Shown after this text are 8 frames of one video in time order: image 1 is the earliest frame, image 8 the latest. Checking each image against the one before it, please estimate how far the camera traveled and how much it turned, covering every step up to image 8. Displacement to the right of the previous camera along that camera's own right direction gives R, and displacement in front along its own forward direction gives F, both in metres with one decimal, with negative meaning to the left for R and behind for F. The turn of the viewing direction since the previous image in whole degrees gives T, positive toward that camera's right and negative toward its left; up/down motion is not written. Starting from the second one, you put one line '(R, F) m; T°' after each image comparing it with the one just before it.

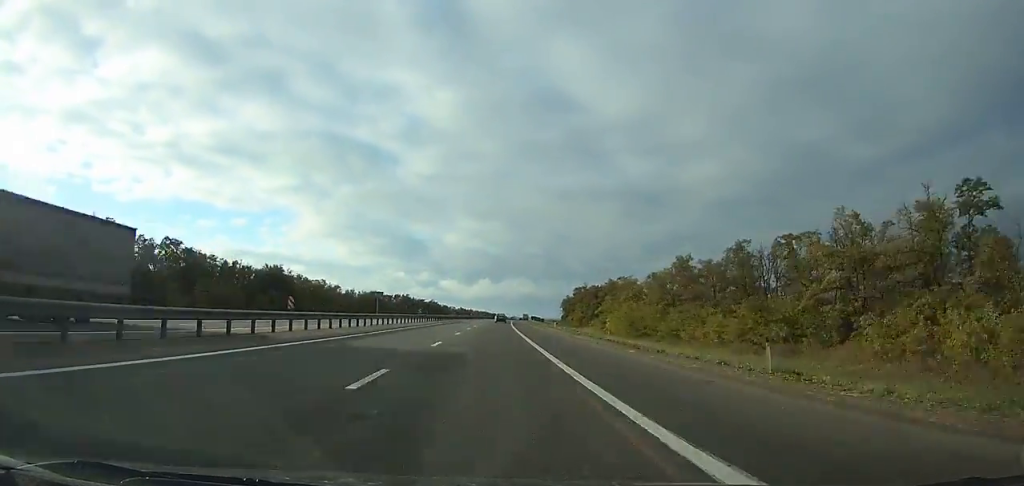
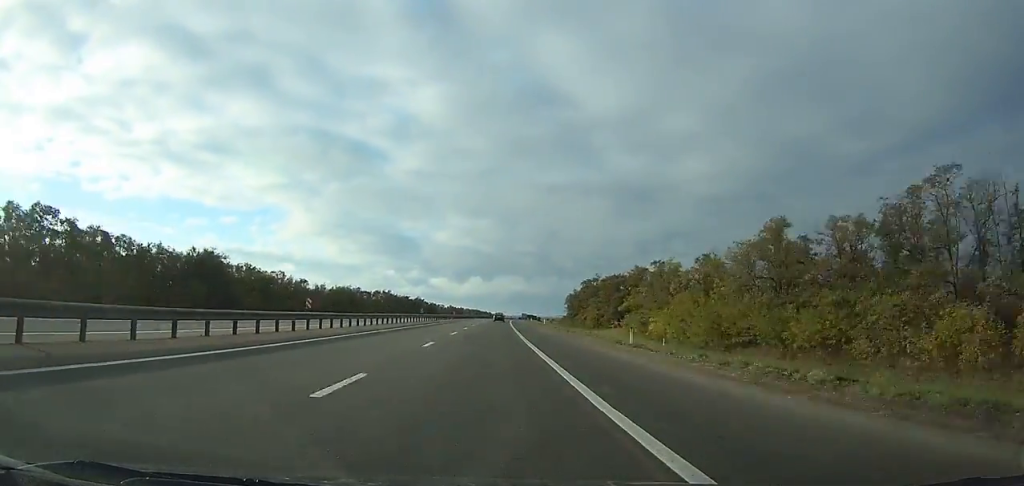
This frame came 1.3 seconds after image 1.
(0.0, +37.1) m; +1°
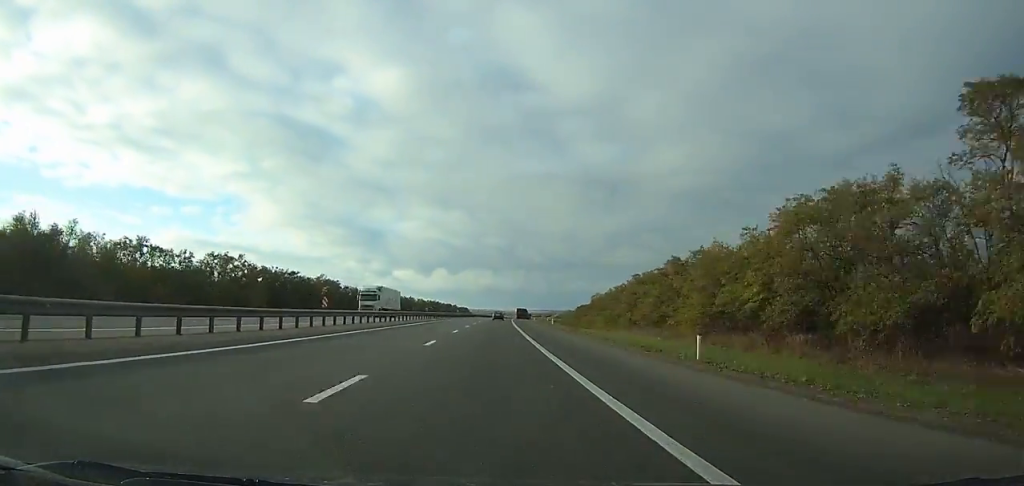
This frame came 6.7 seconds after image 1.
(+4.2, +157.1) m; +3°
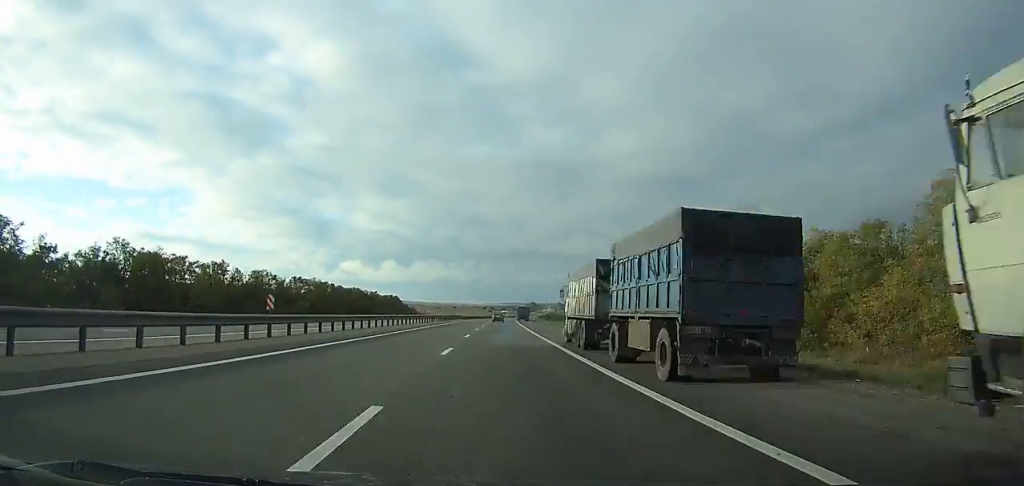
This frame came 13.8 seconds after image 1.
(+6.1, +207.0) m; +4°
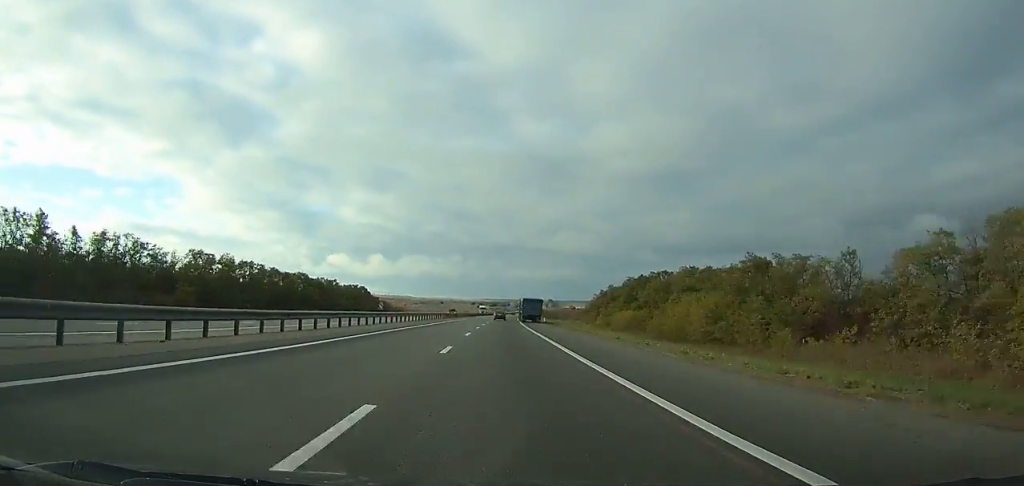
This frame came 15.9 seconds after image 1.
(+0.7, +60.7) m; +1°
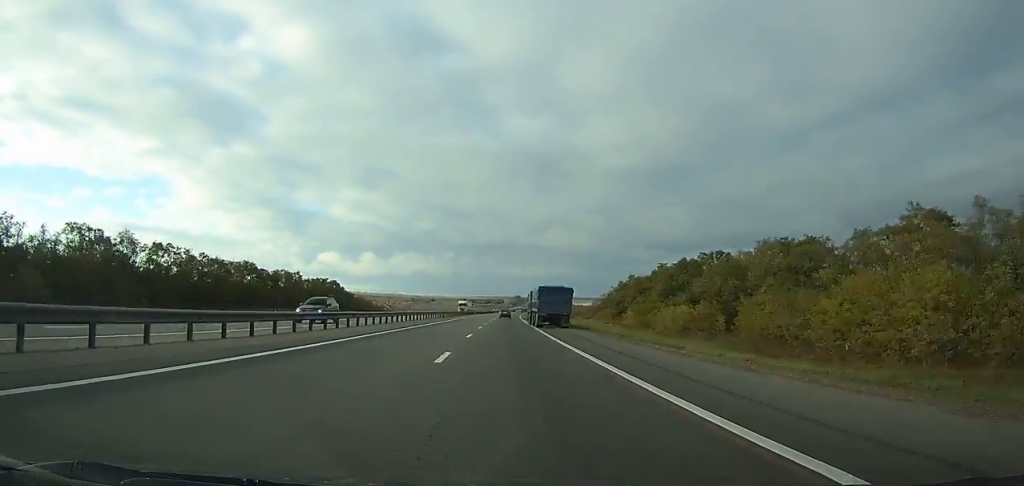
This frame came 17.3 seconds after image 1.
(+0.5, +40.3) m; +1°
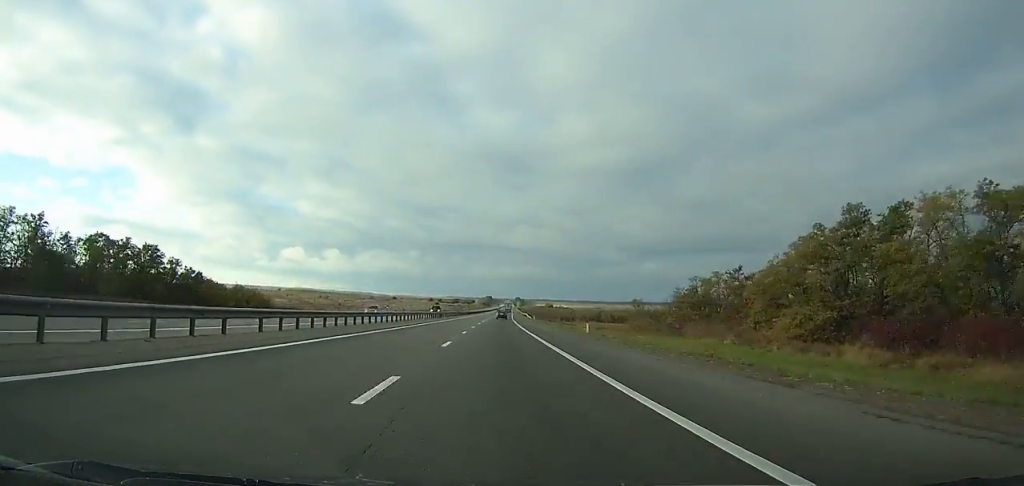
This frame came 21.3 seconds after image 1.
(+2.4, +115.5) m; +2°
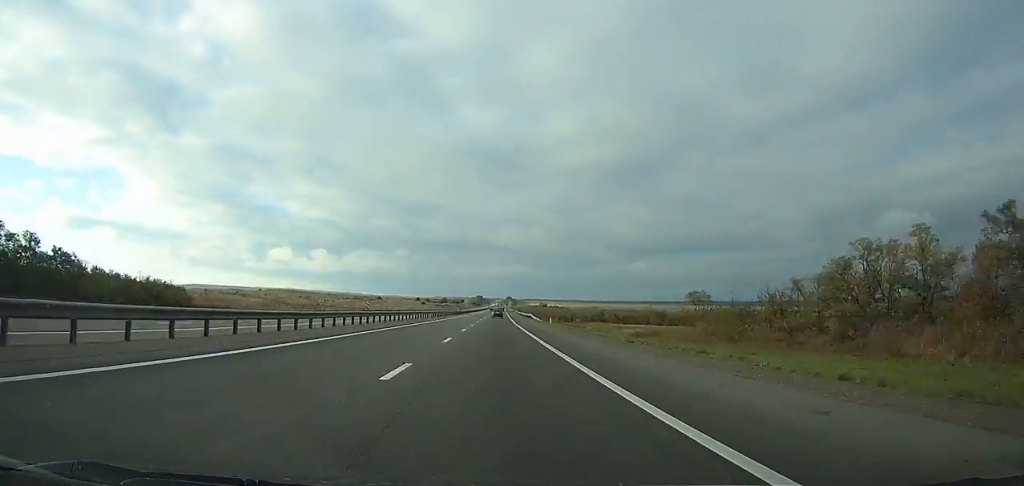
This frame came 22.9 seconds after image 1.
(+0.4, +46.5) m; +1°
